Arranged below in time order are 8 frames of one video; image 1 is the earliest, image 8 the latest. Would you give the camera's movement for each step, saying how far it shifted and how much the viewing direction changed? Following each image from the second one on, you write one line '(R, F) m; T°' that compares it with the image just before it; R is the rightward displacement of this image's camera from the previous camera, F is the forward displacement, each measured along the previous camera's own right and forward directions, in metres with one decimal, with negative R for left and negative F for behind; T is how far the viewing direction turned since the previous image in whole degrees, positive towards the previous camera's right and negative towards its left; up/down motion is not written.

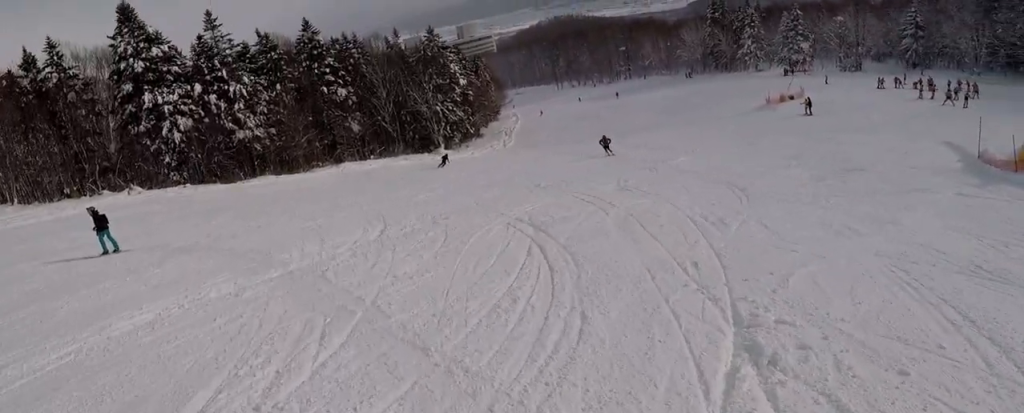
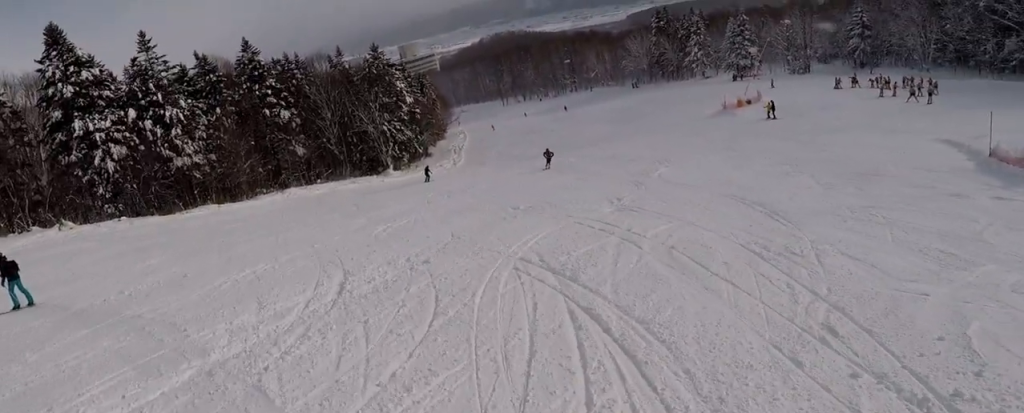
(-0.2, +3.3) m; +8°
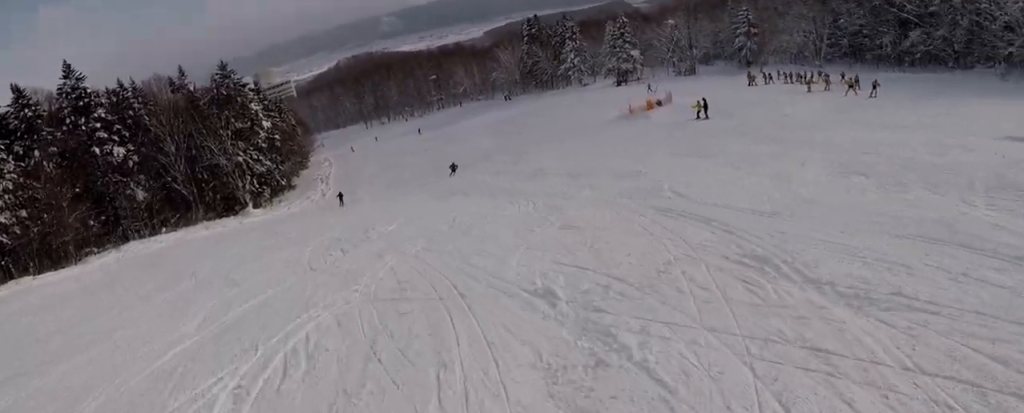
(+2.8, +10.8) m; +27°
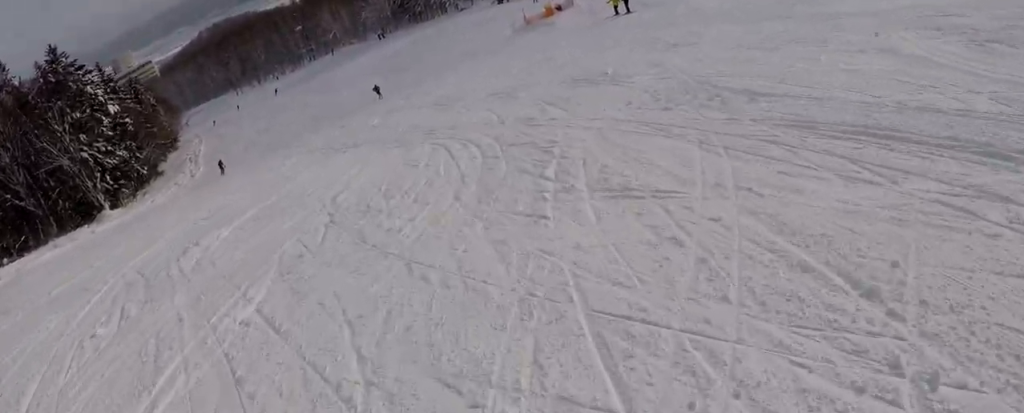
(+1.2, +8.2) m; +13°
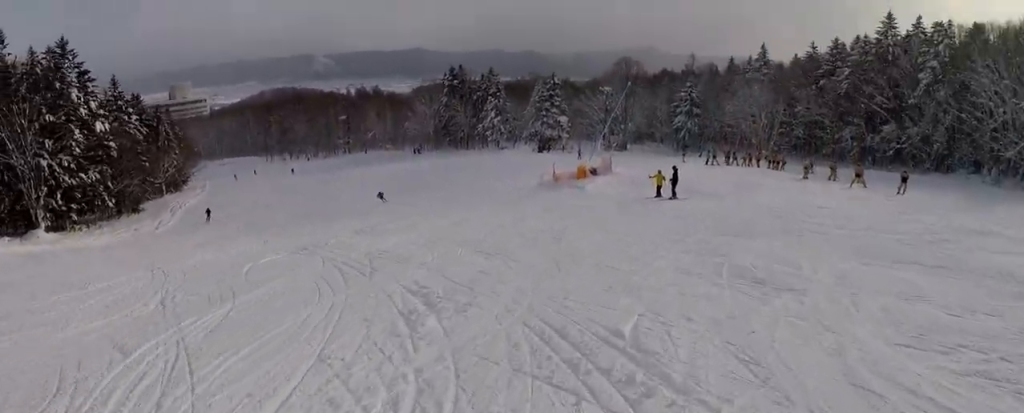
(+0.5, +9.3) m; -13°
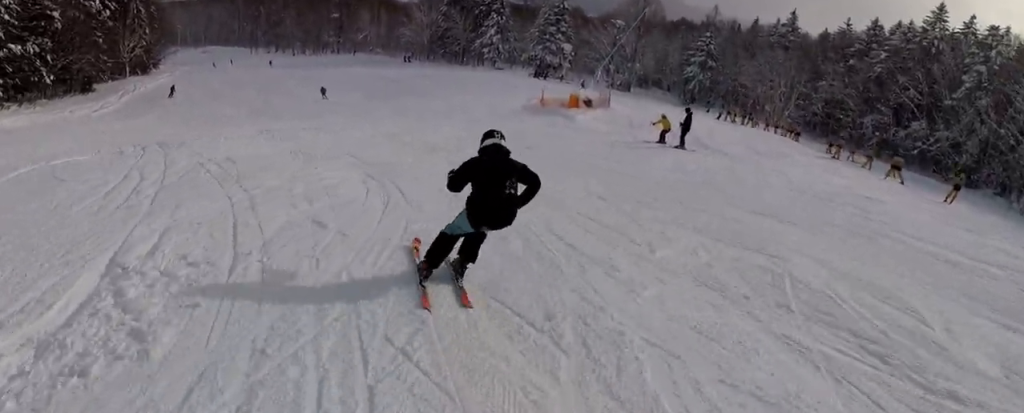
(-1.4, +5.7) m; -13°
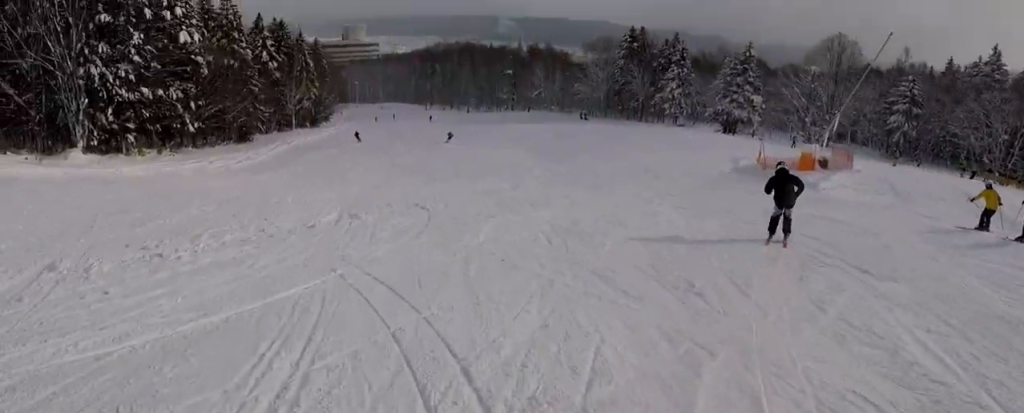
(-0.6, +9.7) m; -10°
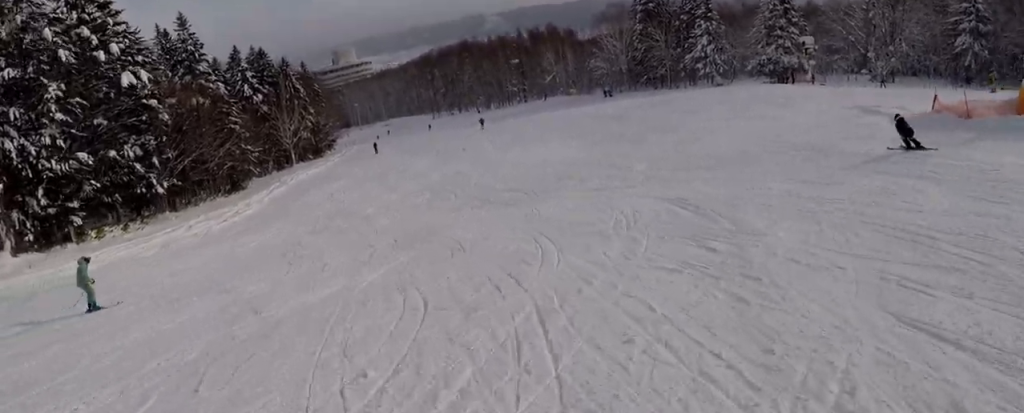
(-0.7, +11.8) m; +9°
